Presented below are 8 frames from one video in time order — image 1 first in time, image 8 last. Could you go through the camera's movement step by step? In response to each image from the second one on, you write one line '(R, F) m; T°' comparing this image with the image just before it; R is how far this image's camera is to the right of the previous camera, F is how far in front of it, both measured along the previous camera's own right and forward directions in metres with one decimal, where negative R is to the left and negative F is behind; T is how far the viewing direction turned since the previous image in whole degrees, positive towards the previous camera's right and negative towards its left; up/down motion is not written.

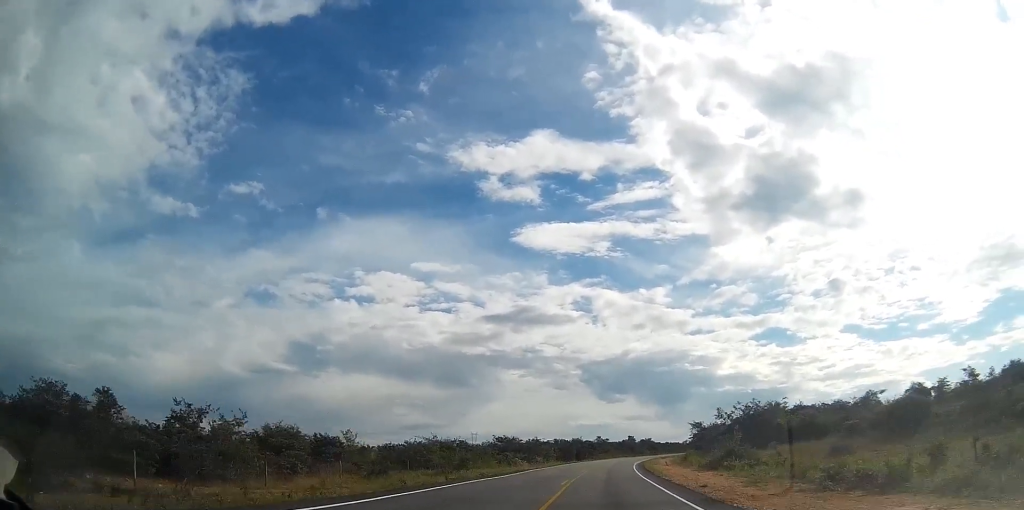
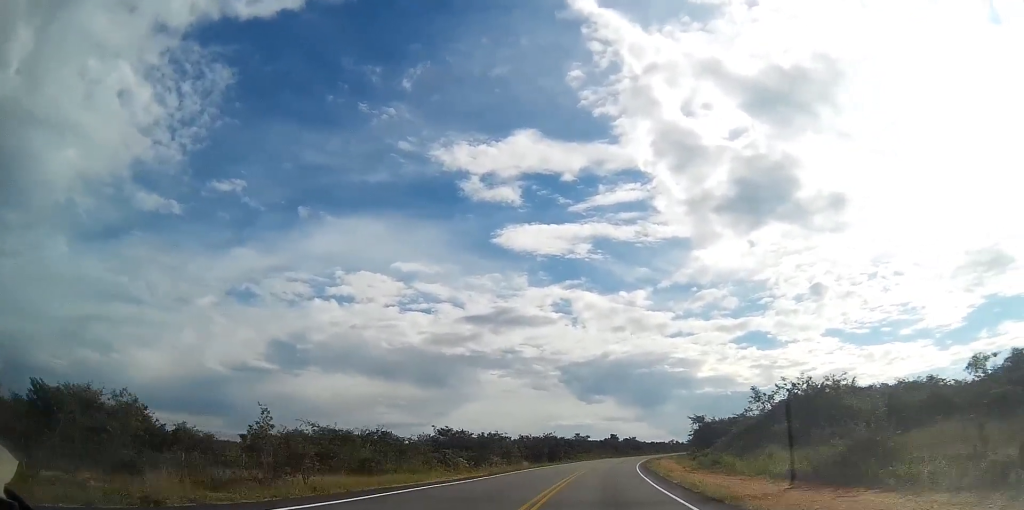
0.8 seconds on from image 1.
(+0.5, +28.2) m; +2°
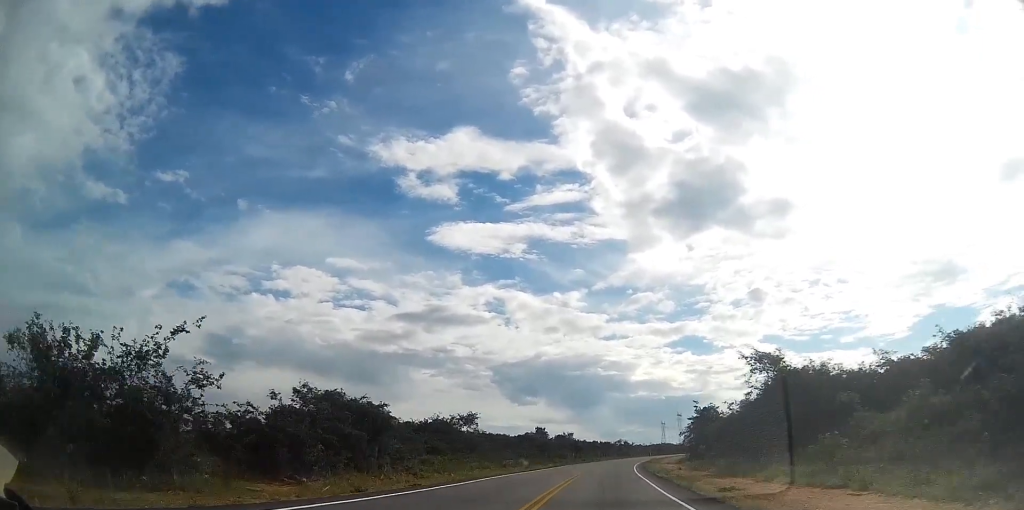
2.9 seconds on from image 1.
(+3.2, +77.2) m; +6°
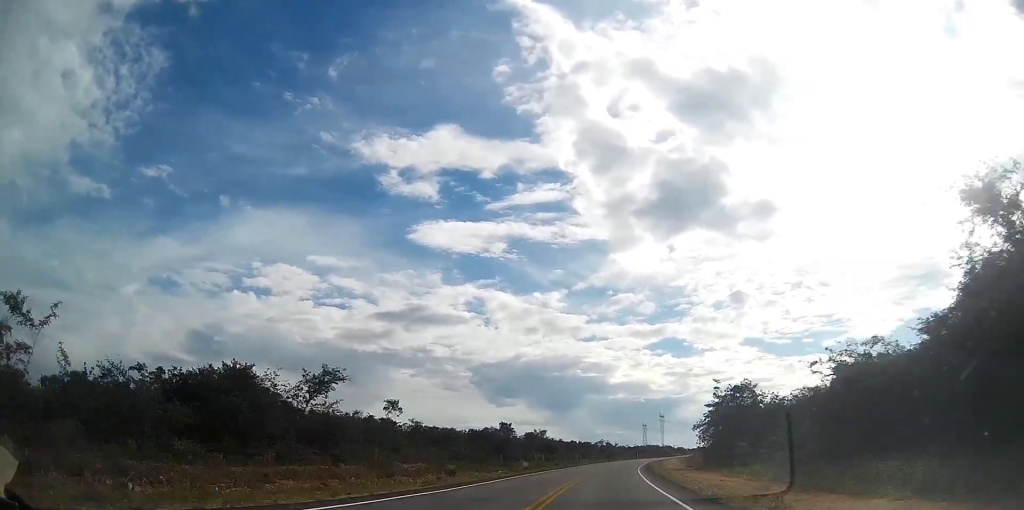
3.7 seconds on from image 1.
(+0.8, +28.8) m; +3°
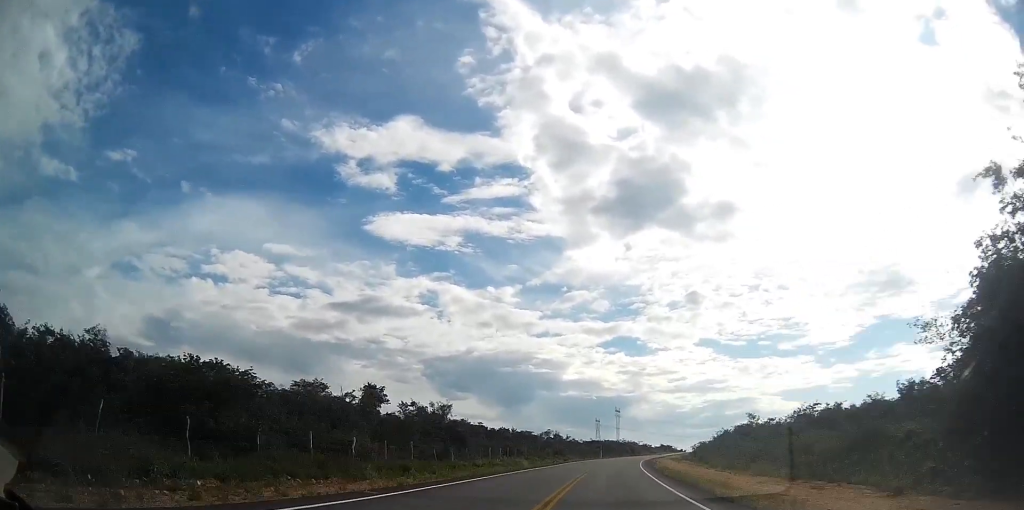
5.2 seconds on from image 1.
(+2.1, +54.8) m; +4°
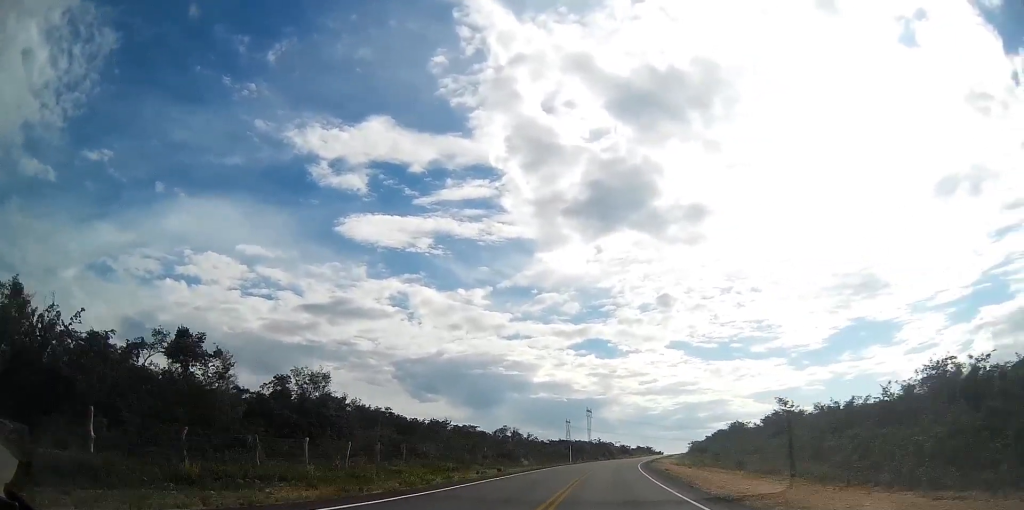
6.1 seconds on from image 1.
(+0.5, +33.4) m; +2°
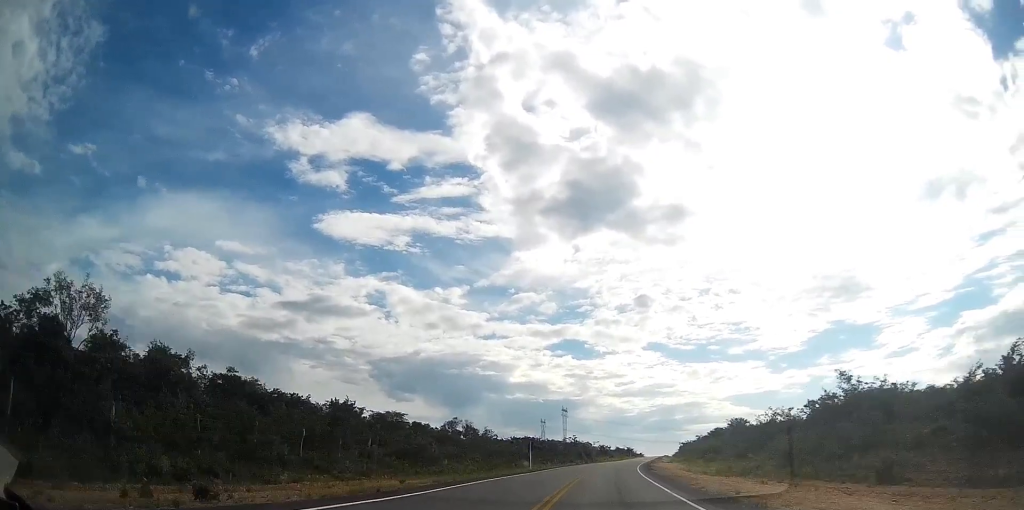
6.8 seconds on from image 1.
(+0.7, +25.9) m; +2°
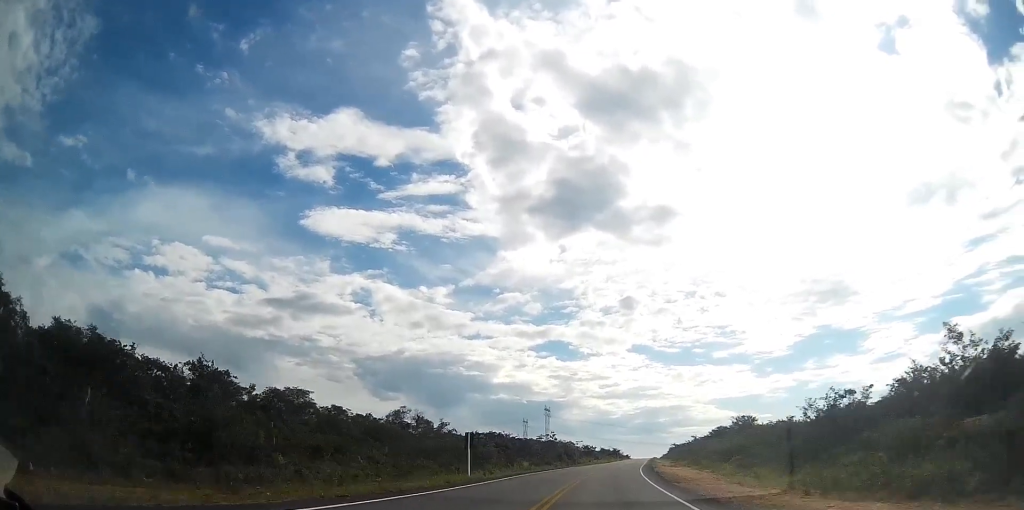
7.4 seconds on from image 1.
(+0.3, +20.1) m; +2°
